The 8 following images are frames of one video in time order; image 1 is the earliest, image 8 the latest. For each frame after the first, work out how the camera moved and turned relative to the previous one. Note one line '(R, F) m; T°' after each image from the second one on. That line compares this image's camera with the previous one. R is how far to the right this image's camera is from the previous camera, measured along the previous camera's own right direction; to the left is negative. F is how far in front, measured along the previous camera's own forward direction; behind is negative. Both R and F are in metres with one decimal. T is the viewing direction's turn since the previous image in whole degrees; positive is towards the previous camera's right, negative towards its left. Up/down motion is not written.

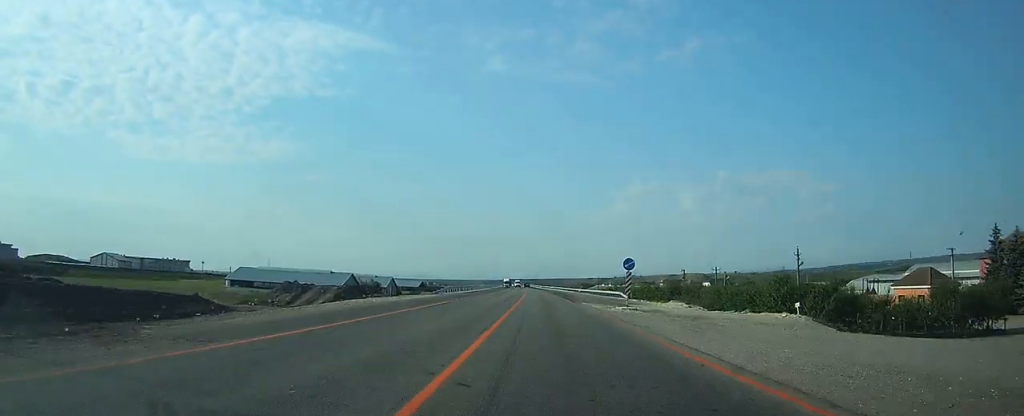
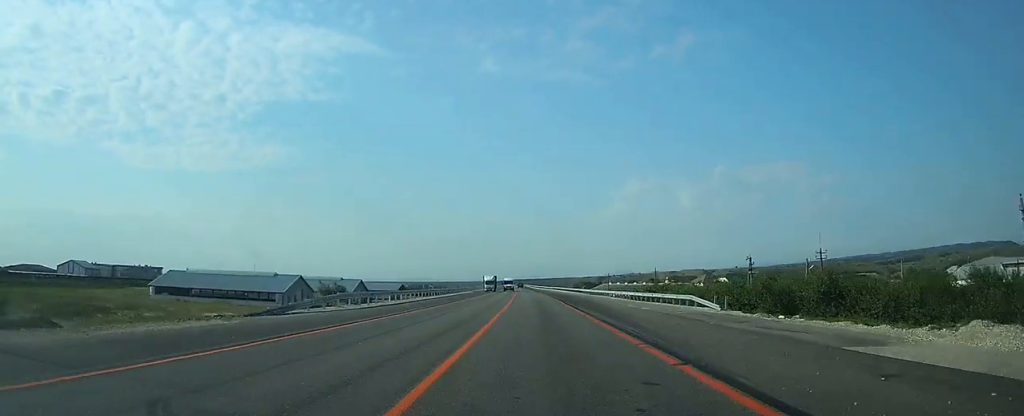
(-0.1, +37.3) m; 0°
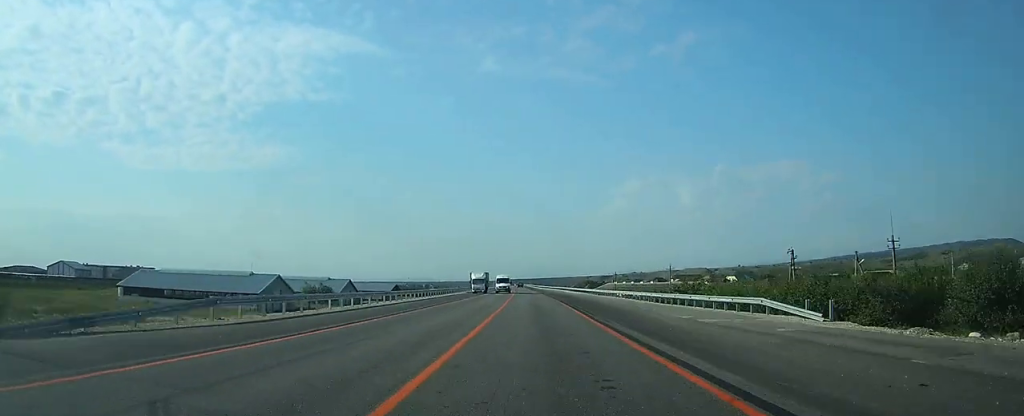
(0.0, +13.0) m; 0°
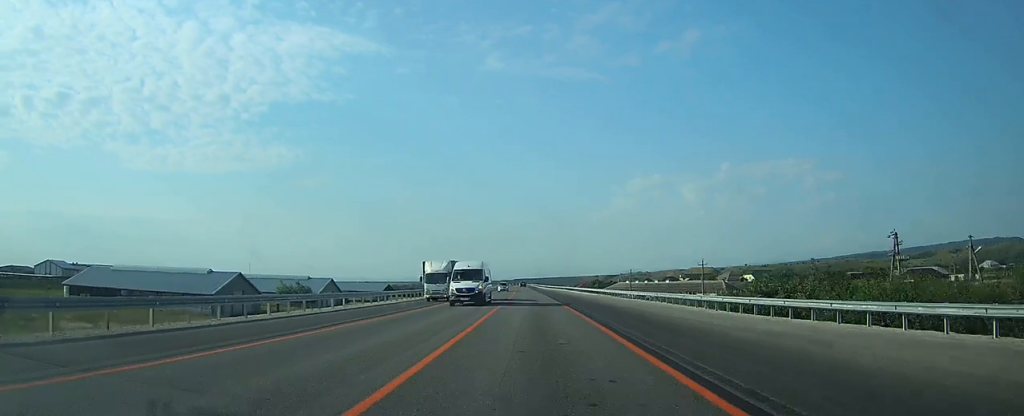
(0.0, +19.4) m; 0°
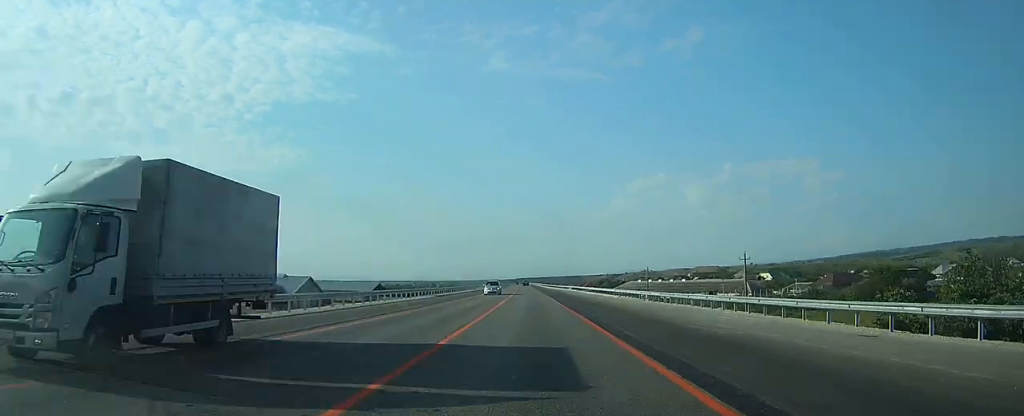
(-0.1, +17.8) m; 0°
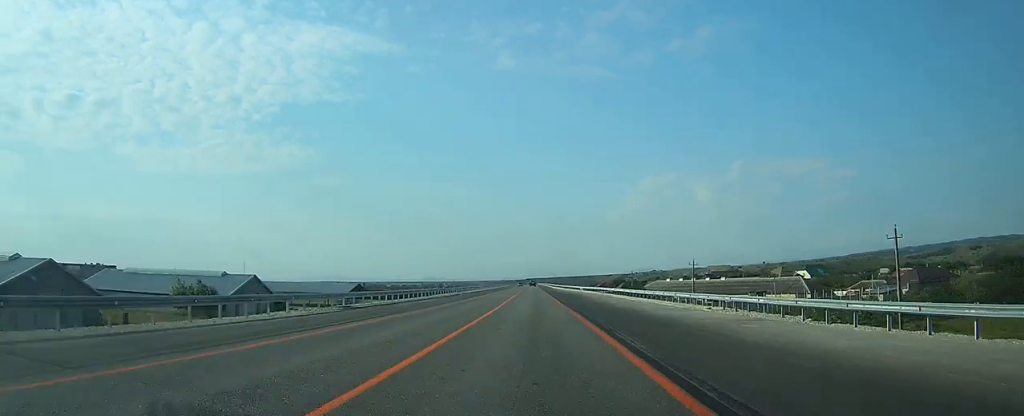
(-0.2, +32.2) m; -1°
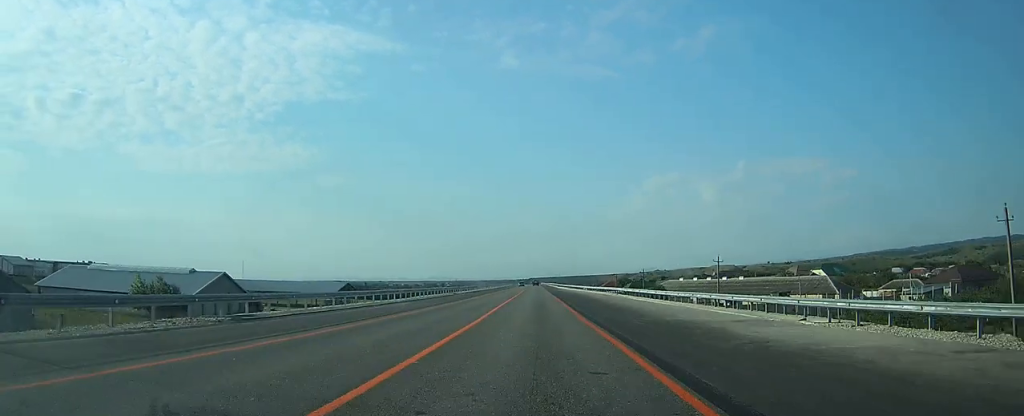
(-0.1, +12.0) m; 0°
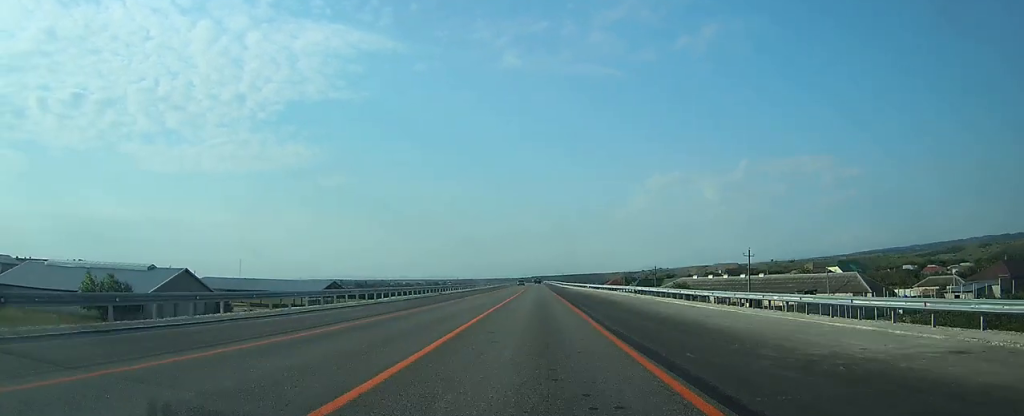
(0.0, +12.0) m; 0°
